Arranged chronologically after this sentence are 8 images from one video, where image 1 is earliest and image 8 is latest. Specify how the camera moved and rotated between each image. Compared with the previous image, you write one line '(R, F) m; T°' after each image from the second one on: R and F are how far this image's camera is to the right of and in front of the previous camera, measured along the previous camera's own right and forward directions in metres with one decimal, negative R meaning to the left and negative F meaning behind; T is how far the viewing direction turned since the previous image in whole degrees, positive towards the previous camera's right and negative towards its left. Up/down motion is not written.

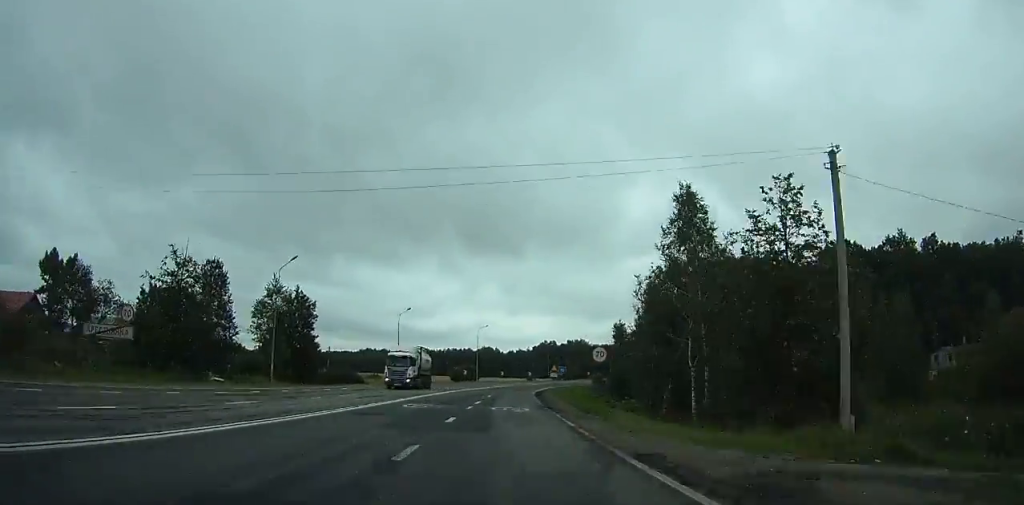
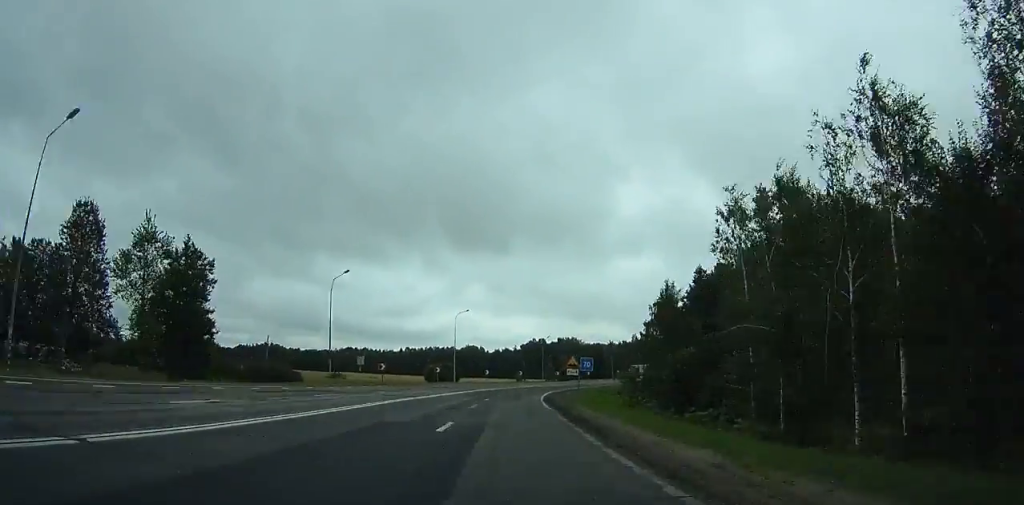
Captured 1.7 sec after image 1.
(+0.2, +29.3) m; +2°
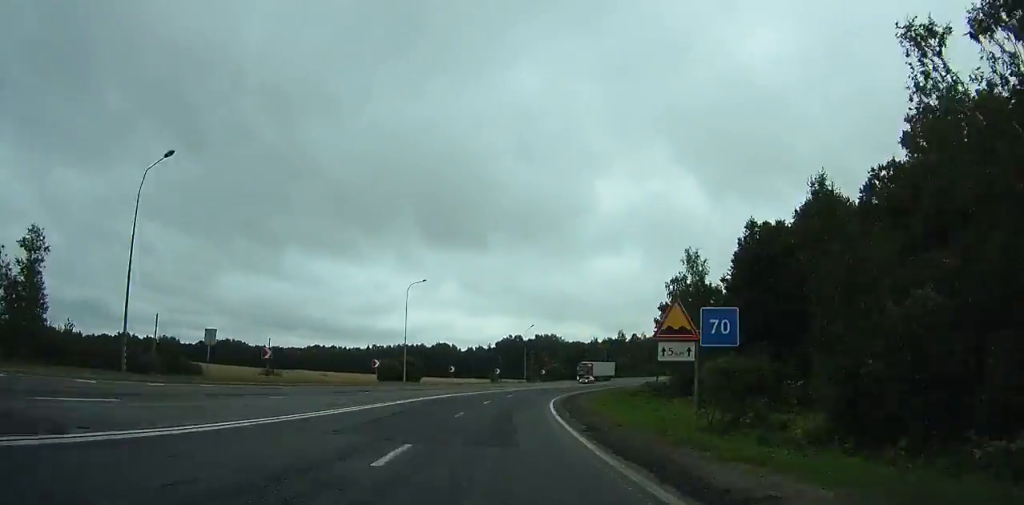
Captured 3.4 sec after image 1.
(-0.2, +29.2) m; +2°
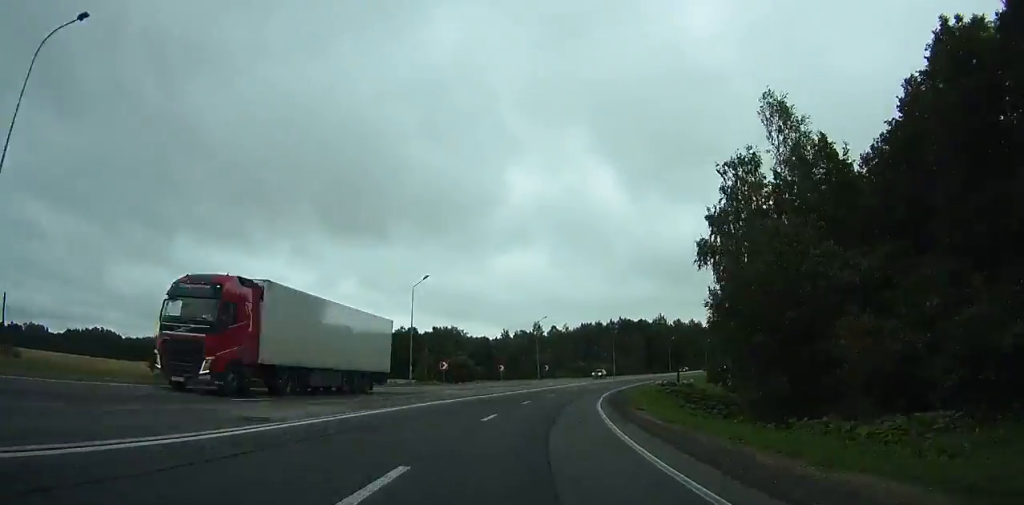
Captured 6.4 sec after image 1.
(+2.8, +51.5) m; +10°
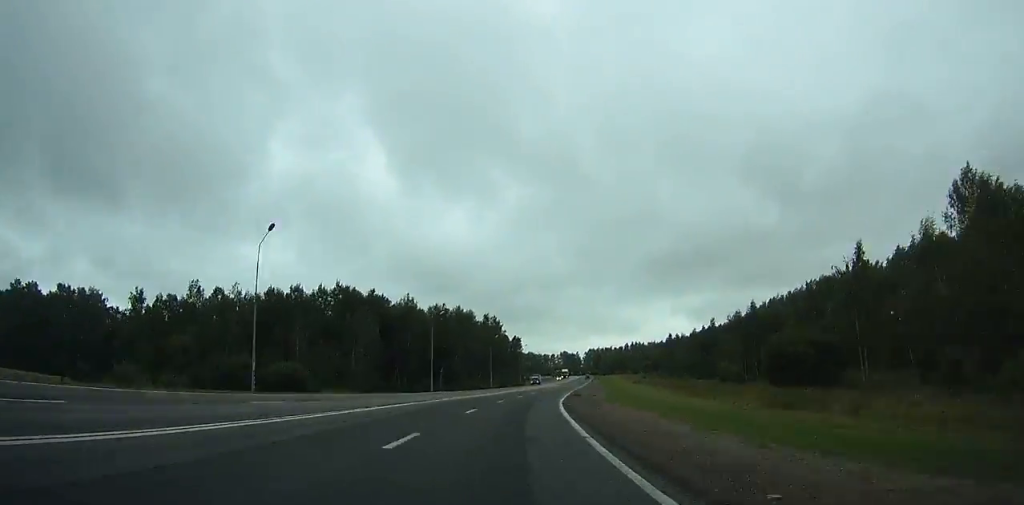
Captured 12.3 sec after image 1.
(+24.0, +102.0) m; +24°
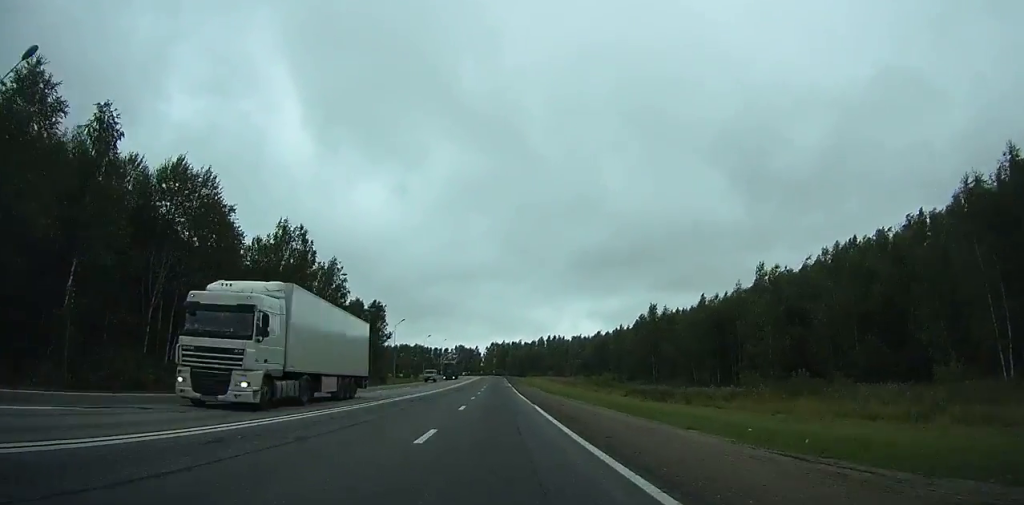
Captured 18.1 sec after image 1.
(+18.3, +109.5) m; +9°
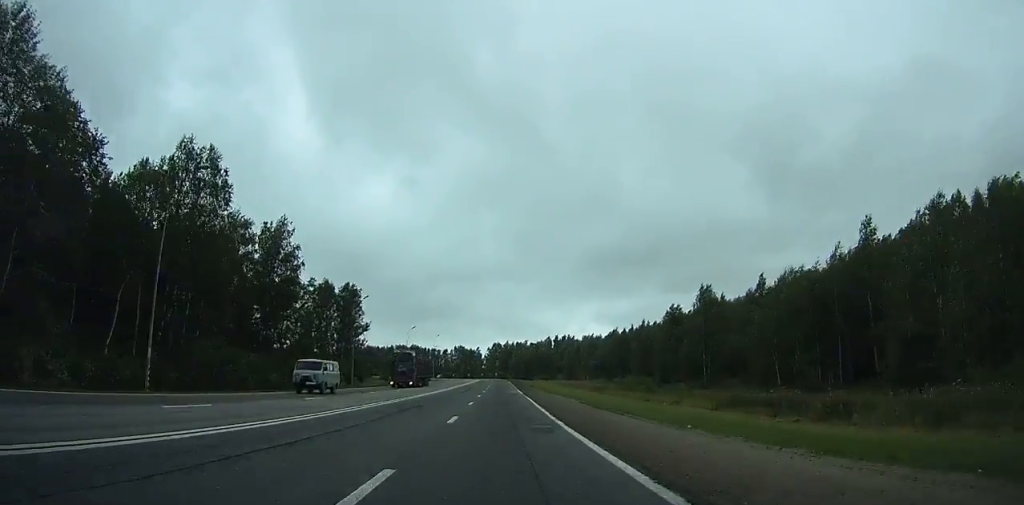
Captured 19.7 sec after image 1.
(-1.1, +29.7) m; -1°
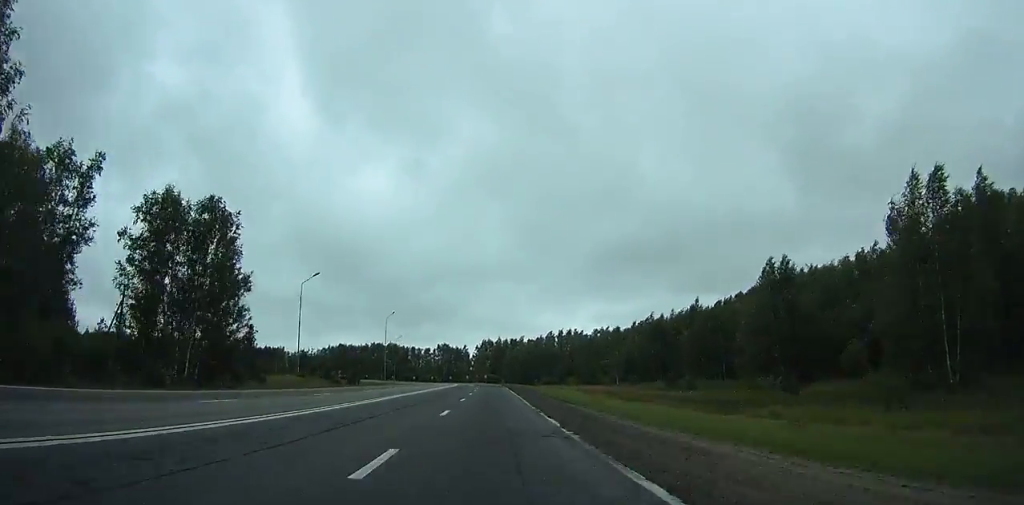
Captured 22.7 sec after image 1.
(-2.9, +54.7) m; -1°
